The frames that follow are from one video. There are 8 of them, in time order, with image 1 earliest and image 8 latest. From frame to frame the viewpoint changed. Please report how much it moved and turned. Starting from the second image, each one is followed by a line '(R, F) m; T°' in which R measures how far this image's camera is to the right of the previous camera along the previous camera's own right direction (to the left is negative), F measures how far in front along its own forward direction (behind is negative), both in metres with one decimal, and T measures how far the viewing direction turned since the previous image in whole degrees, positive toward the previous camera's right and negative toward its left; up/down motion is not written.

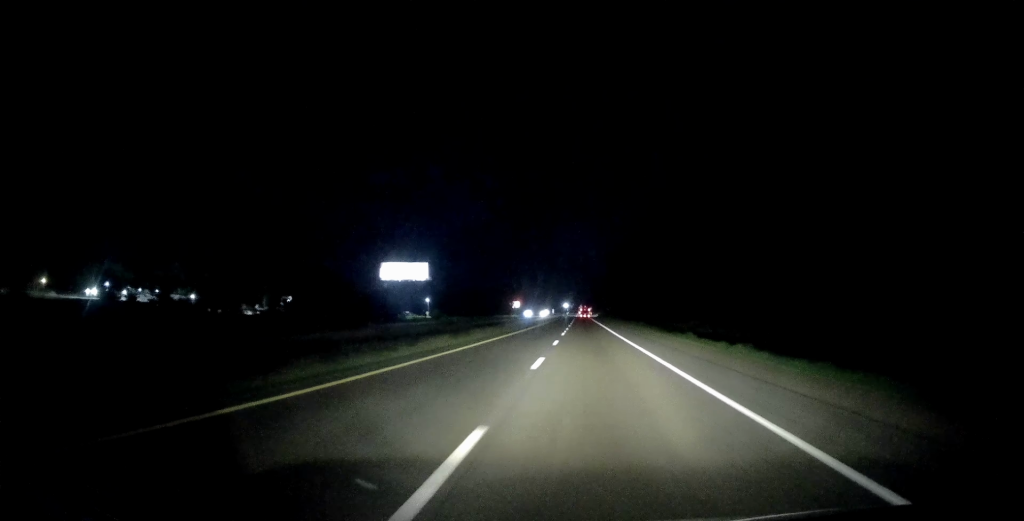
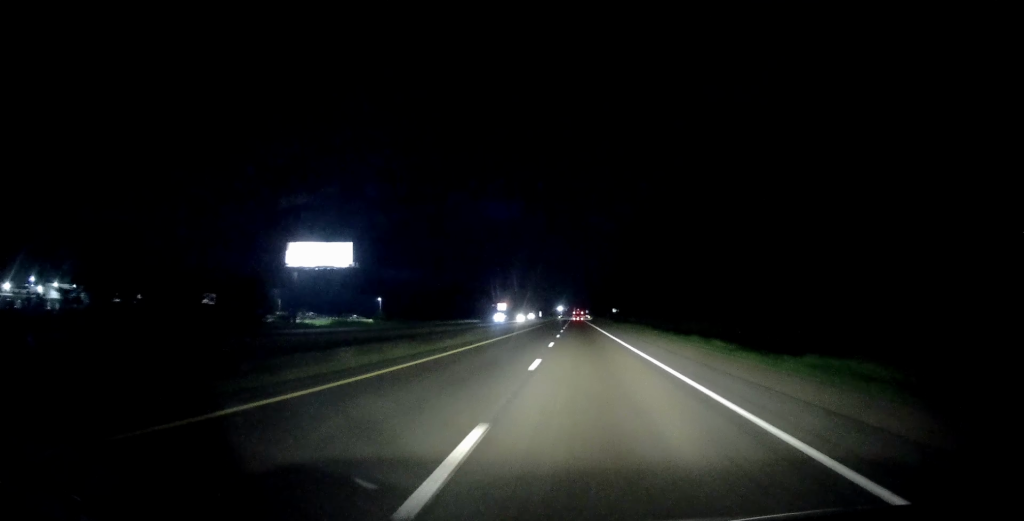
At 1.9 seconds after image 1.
(-0.1, +61.0) m; -1°
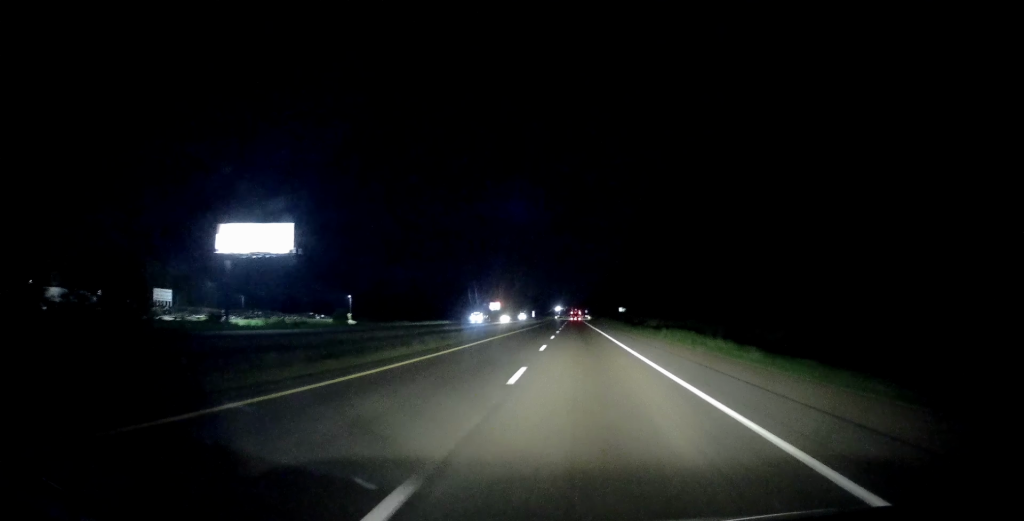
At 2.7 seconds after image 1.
(-0.6, +27.2) m; 0°
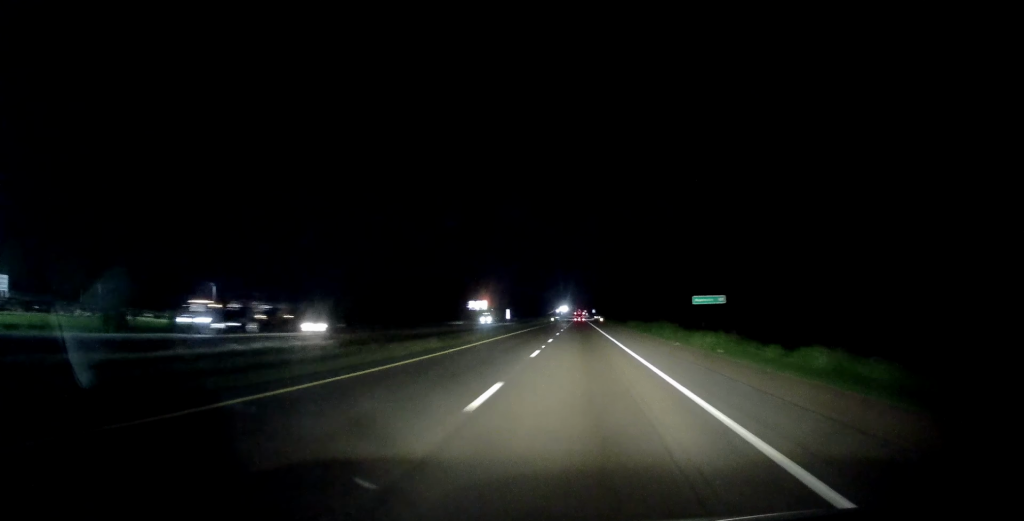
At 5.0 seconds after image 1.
(+1.6, +76.4) m; 0°
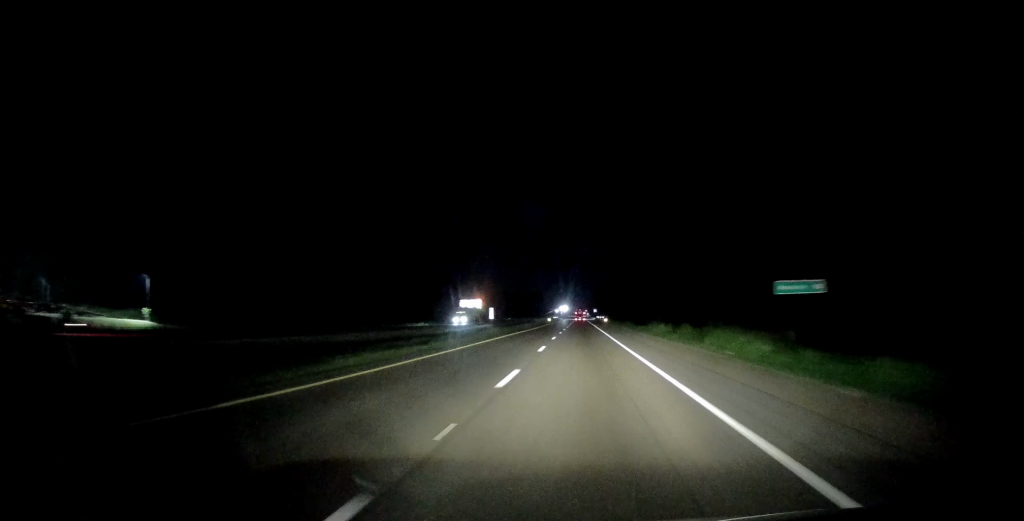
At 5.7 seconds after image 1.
(-0.6, +20.7) m; 0°
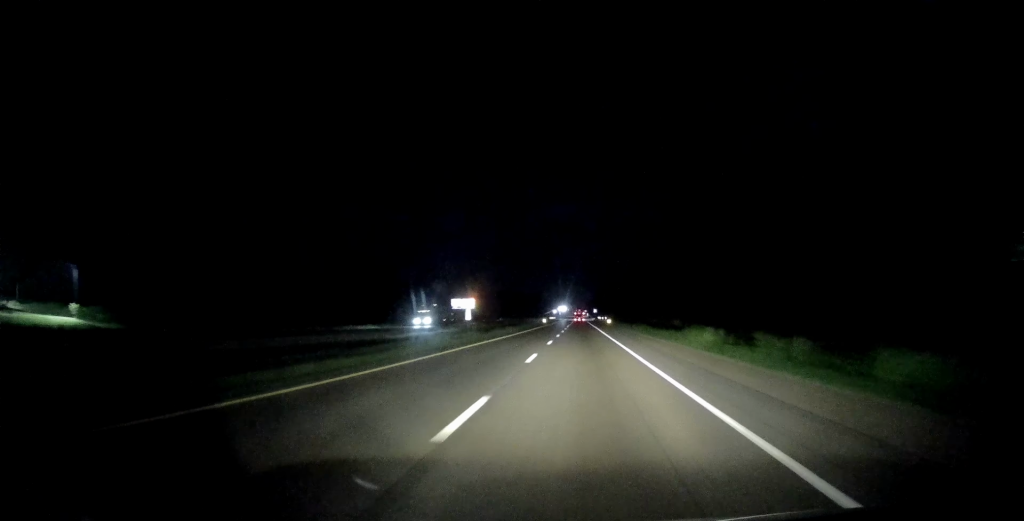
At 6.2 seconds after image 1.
(-0.1, +17.4) m; 0°
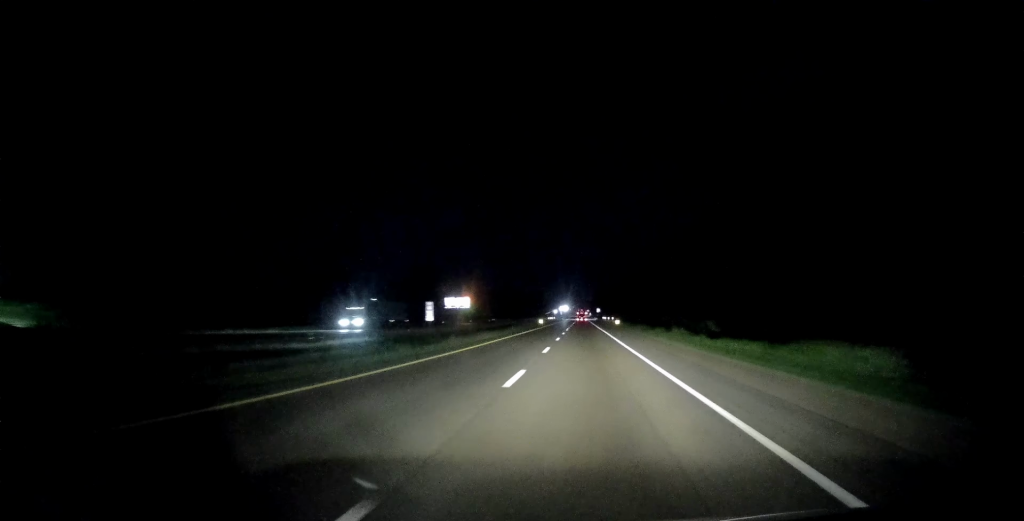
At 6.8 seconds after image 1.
(+0.5, +18.5) m; 0°
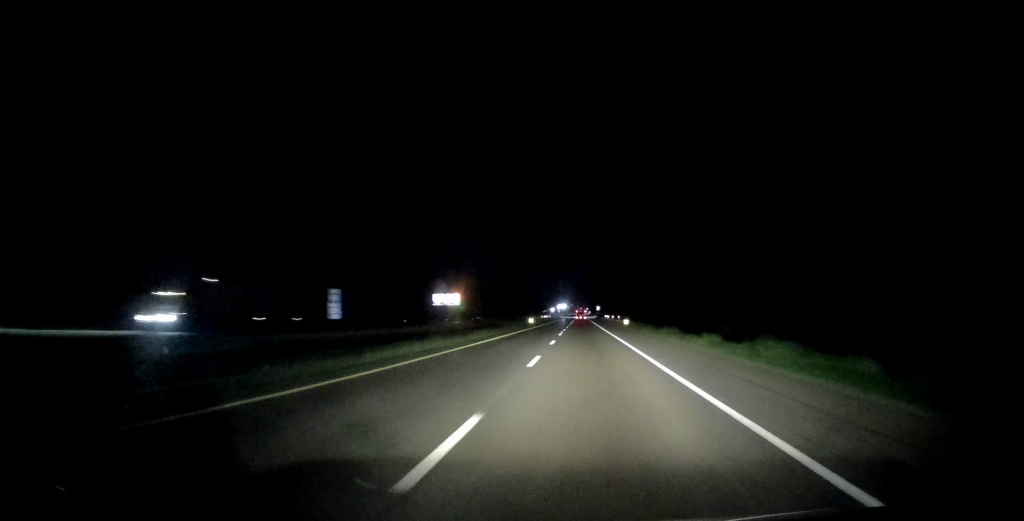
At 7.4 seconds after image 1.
(0.0, +19.6) m; 0°
